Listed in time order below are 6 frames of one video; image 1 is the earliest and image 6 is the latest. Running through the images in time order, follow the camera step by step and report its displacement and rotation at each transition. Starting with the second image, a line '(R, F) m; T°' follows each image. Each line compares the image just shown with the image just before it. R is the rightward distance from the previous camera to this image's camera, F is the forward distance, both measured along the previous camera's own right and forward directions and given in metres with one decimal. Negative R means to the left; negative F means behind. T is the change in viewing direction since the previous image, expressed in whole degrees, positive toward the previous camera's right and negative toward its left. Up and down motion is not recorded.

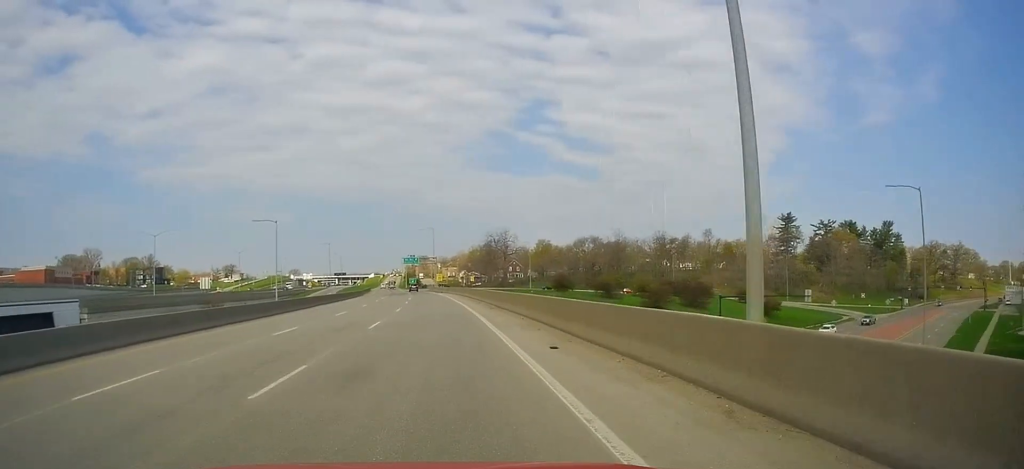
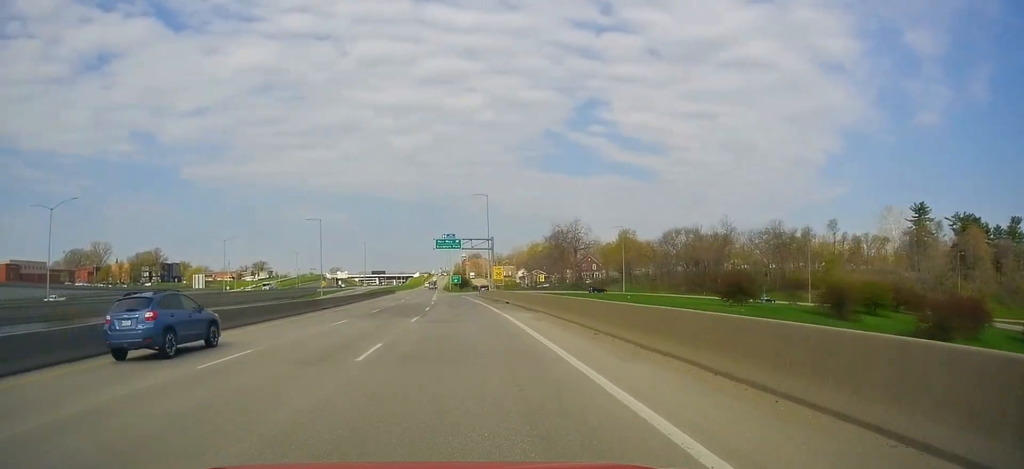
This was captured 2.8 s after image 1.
(-3.5, +56.2) m; -6°
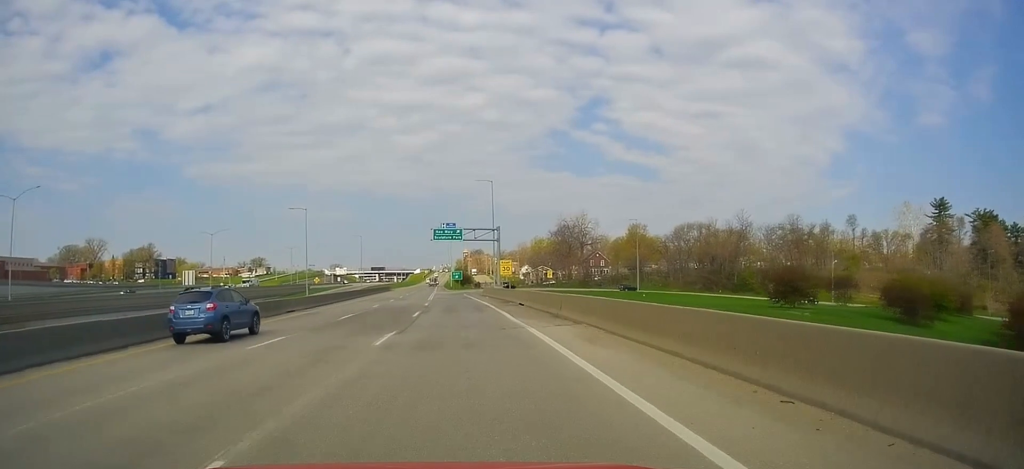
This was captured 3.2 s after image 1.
(0.0, +9.8) m; -1°
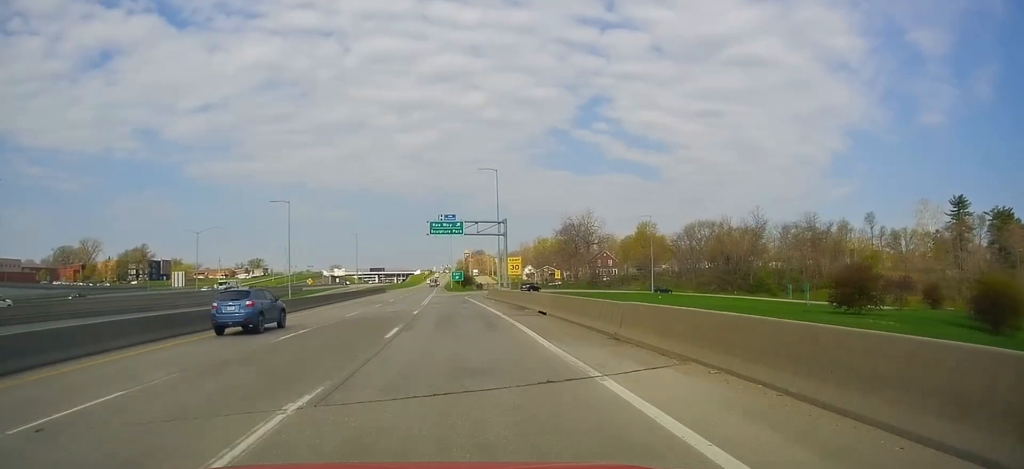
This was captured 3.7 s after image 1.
(+0.1, +9.0) m; -1°
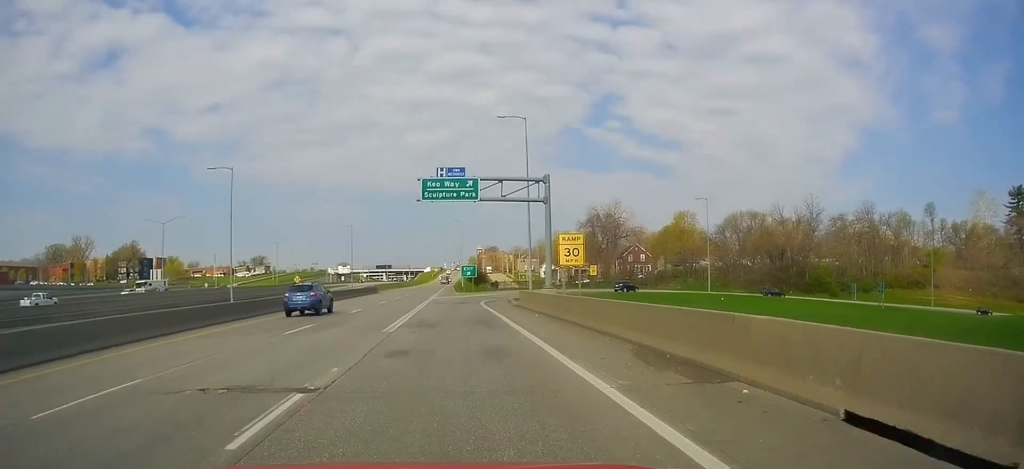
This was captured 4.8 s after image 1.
(-0.5, +23.3) m; 0°
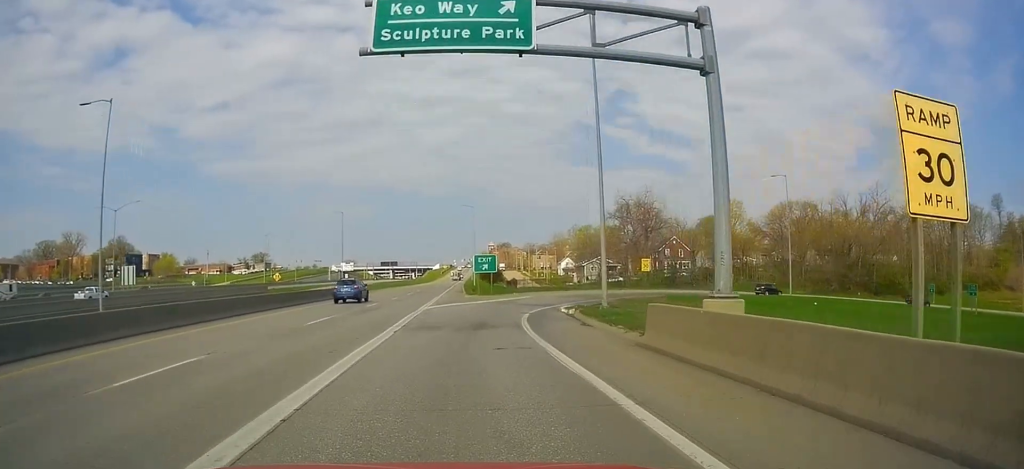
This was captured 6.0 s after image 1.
(+0.6, +22.6) m; +2°
